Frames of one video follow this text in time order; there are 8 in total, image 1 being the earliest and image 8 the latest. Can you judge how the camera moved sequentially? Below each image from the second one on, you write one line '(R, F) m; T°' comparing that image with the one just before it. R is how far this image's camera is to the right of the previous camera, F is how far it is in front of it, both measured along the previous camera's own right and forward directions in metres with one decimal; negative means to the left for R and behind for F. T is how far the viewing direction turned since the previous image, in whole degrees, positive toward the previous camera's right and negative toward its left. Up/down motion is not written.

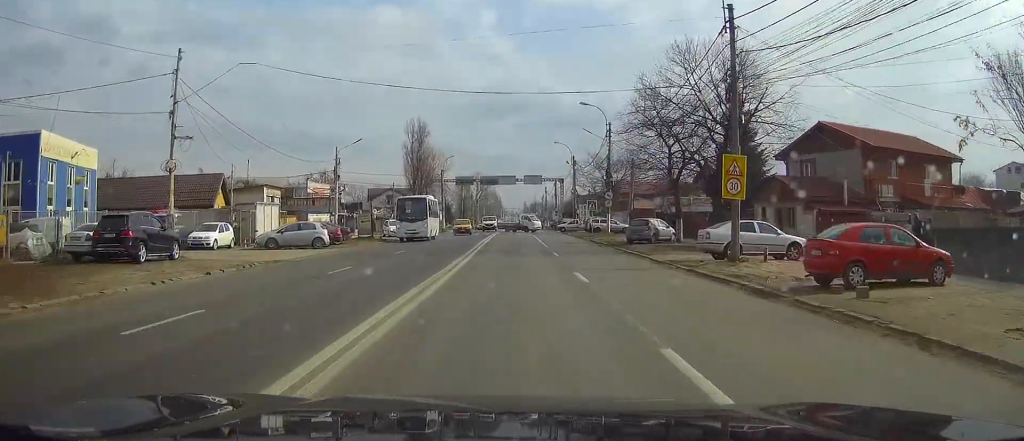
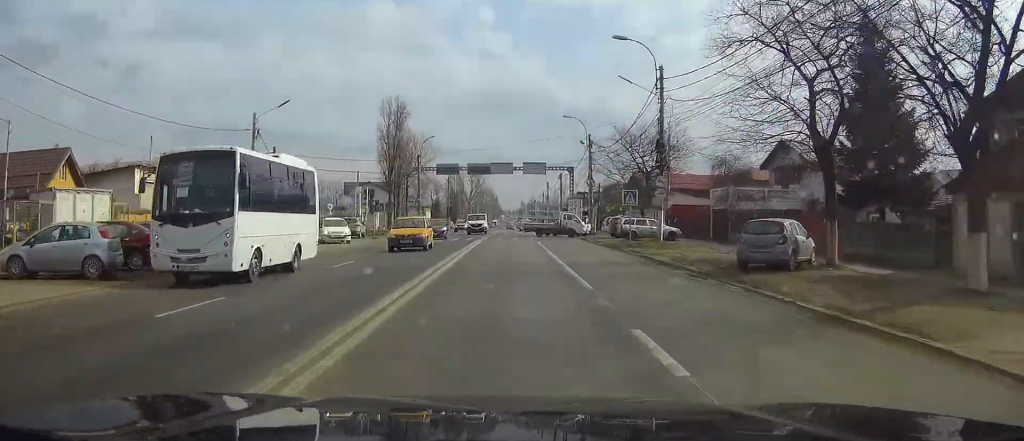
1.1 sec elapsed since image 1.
(-0.1, +21.4) m; 0°
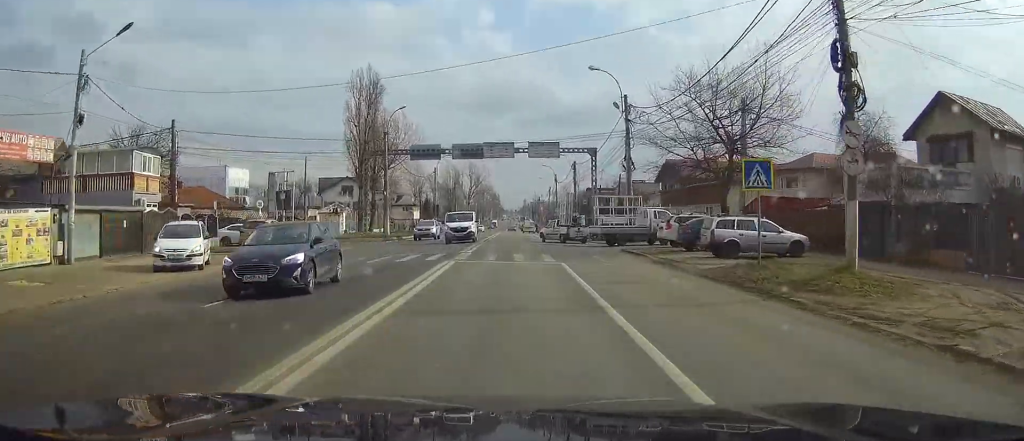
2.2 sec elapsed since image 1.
(0.0, +20.9) m; 0°
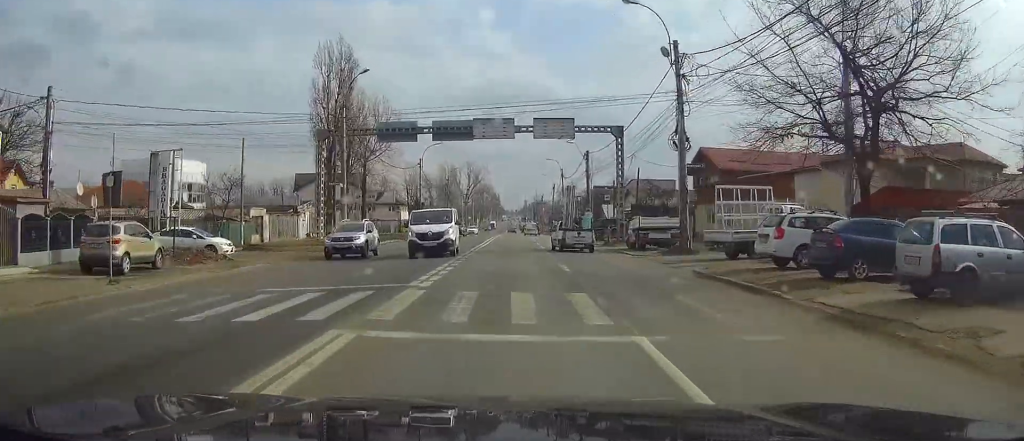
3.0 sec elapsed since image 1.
(0.0, +14.4) m; 0°
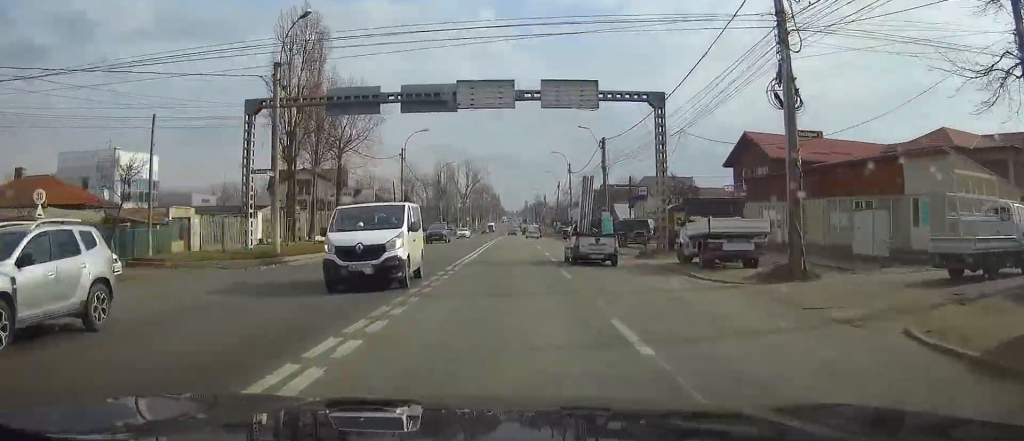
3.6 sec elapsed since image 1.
(0.0, +12.5) m; 0°
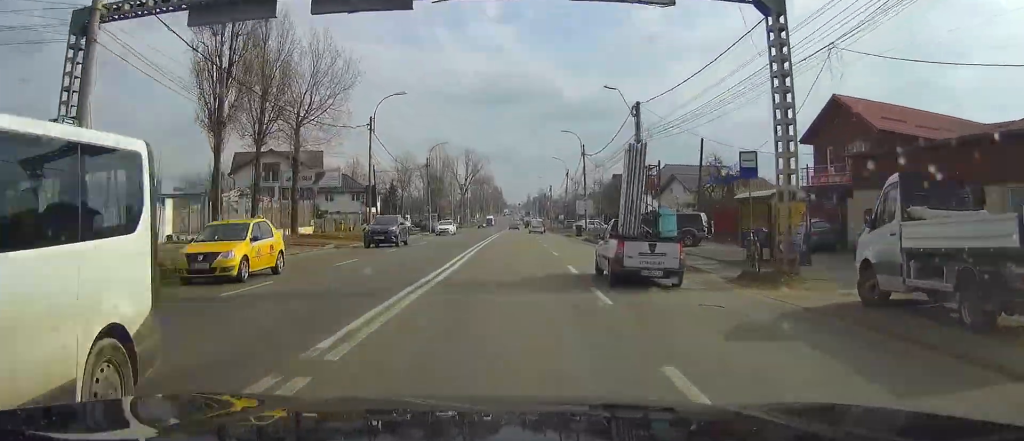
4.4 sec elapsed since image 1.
(0.0, +15.0) m; 0°
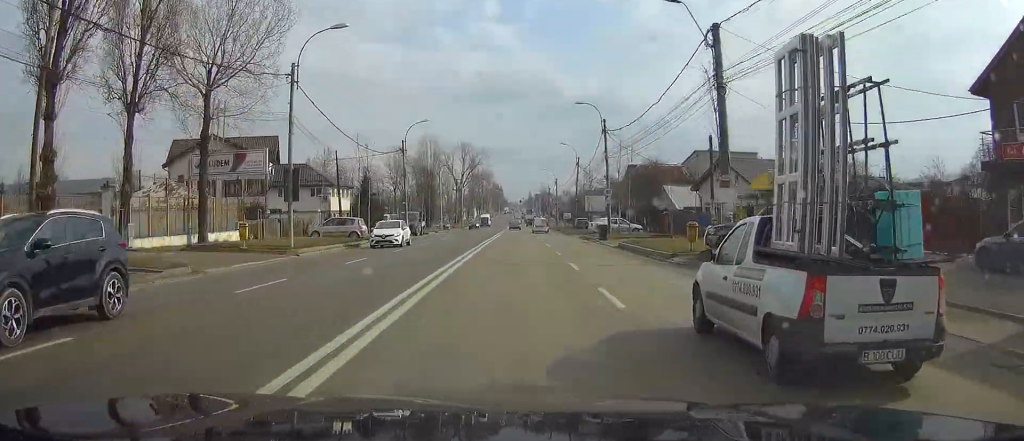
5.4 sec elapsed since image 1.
(-0.1, +17.5) m; 0°
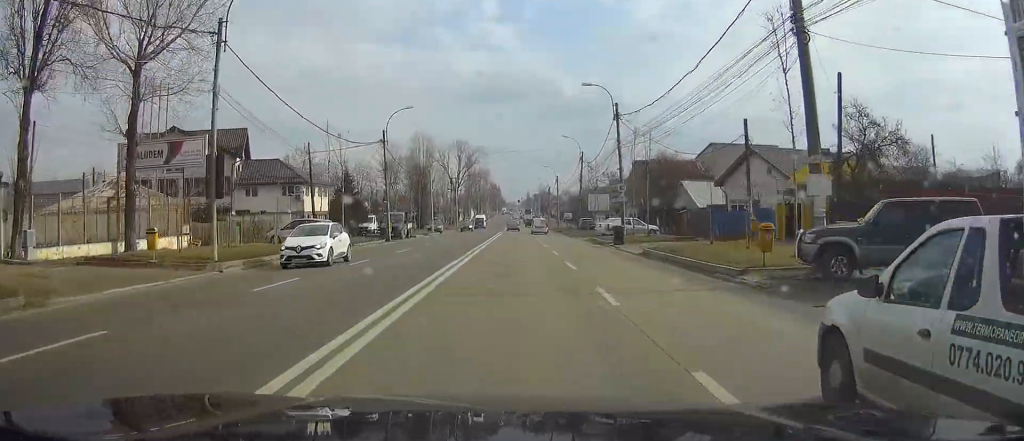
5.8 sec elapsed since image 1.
(0.0, +8.1) m; 0°
